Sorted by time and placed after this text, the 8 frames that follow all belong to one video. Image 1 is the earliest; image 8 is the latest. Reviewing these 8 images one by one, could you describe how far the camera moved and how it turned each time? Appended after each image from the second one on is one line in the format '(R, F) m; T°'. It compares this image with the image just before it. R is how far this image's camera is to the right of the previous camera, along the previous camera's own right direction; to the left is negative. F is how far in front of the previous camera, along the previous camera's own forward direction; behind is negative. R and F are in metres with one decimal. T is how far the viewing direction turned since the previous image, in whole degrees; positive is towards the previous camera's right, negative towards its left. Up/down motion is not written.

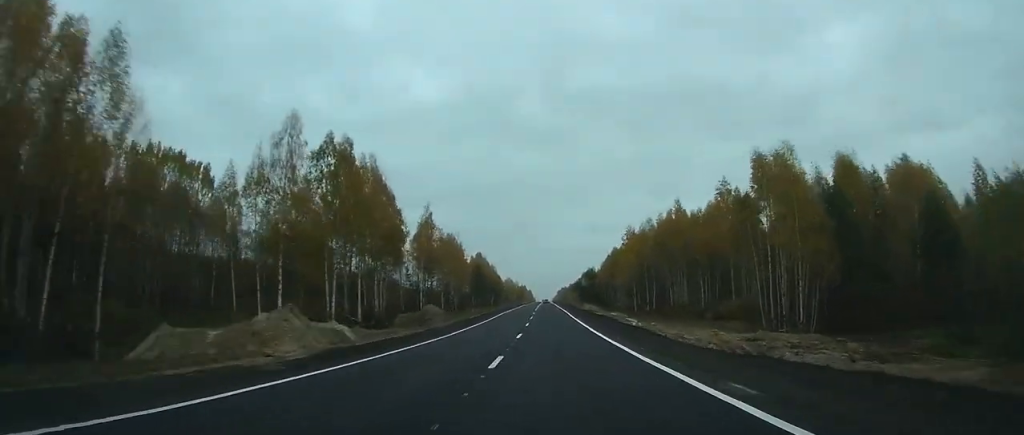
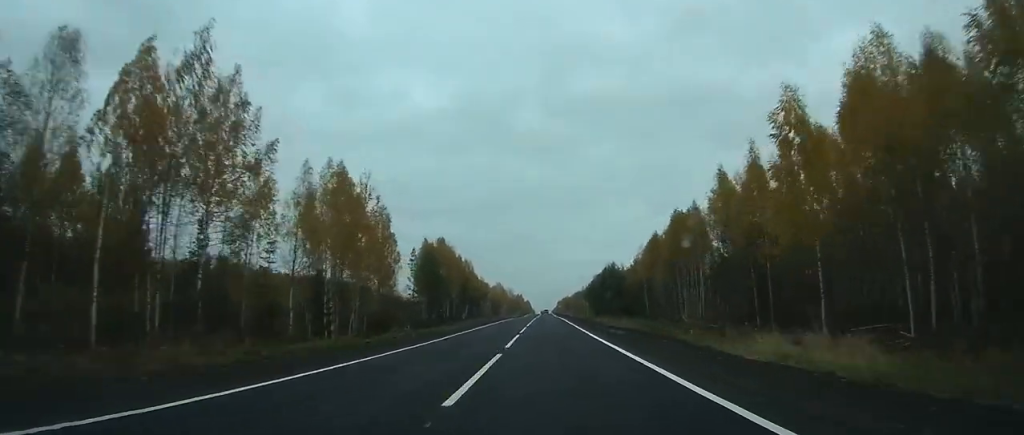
(0.0, +78.3) m; 0°
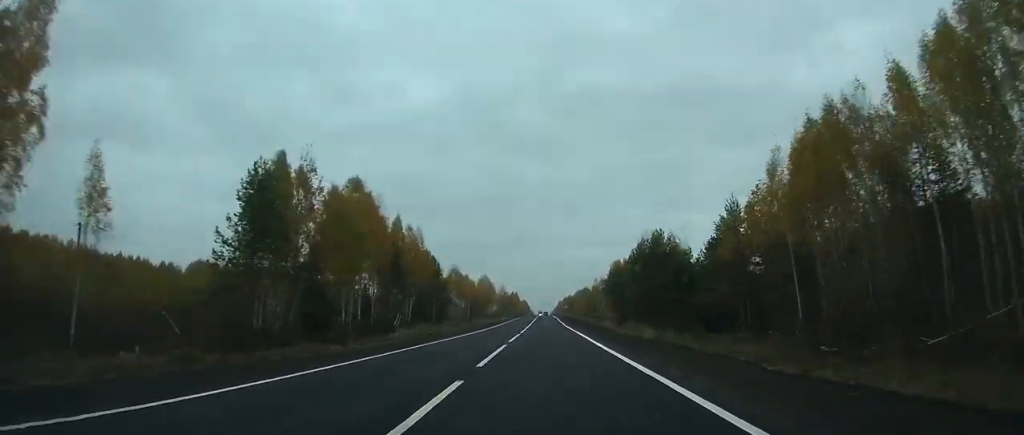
(-0.2, +68.9) m; 0°
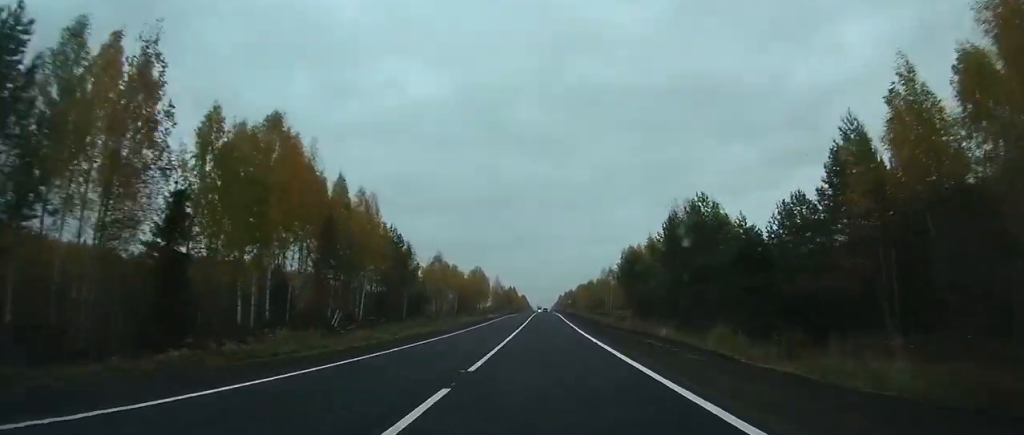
(+0.1, +25.4) m; 0°
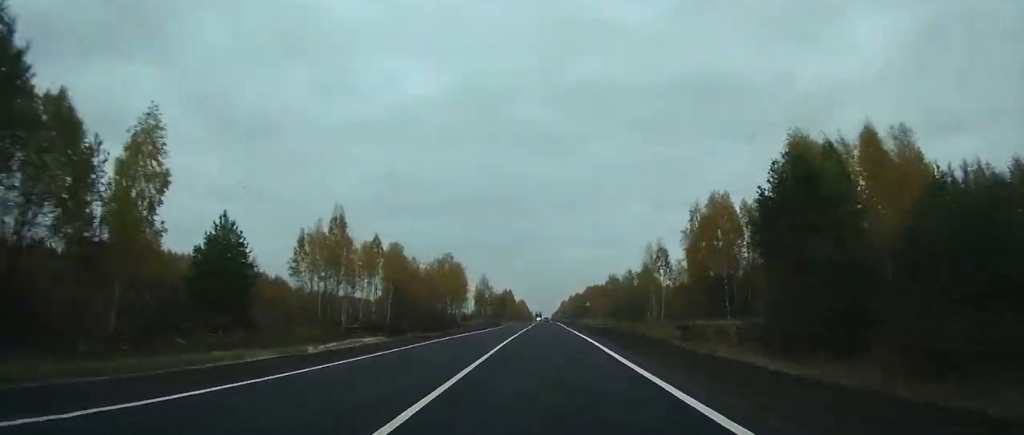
(0.0, +66.8) m; 0°
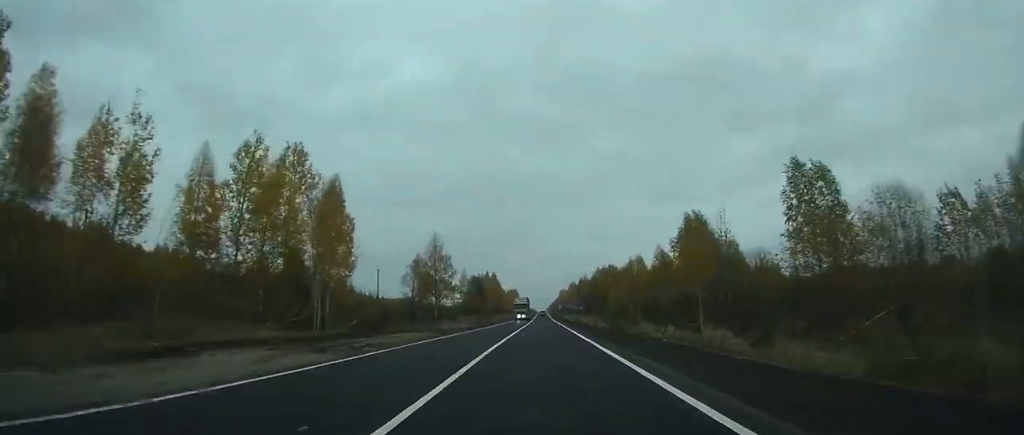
(+0.4, +87.2) m; 0°
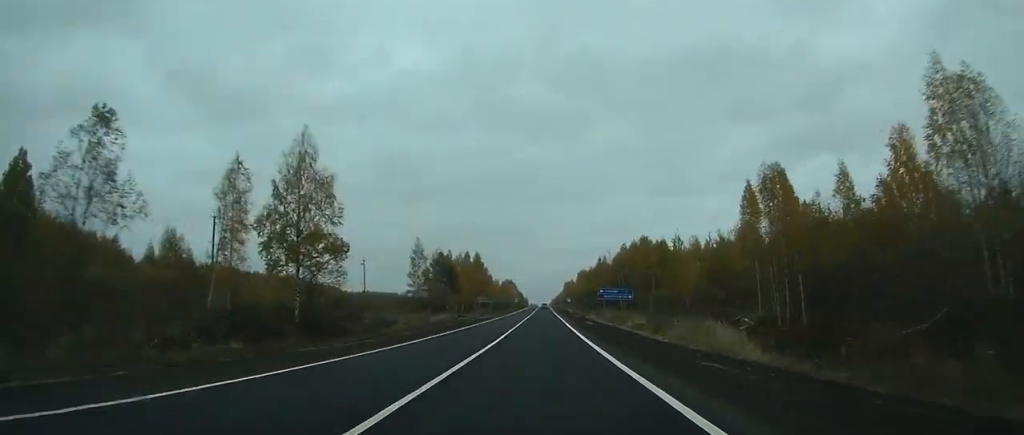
(-0.1, +74.3) m; 0°
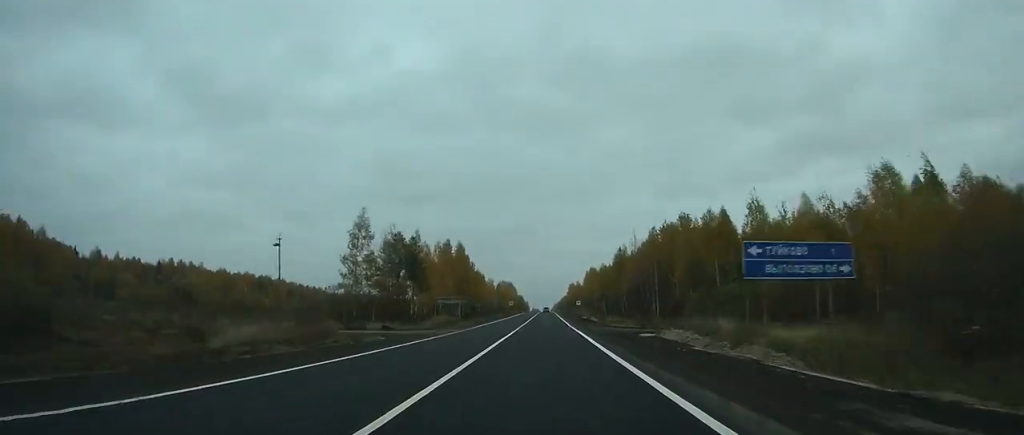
(-0.1, +43.3) m; 0°
